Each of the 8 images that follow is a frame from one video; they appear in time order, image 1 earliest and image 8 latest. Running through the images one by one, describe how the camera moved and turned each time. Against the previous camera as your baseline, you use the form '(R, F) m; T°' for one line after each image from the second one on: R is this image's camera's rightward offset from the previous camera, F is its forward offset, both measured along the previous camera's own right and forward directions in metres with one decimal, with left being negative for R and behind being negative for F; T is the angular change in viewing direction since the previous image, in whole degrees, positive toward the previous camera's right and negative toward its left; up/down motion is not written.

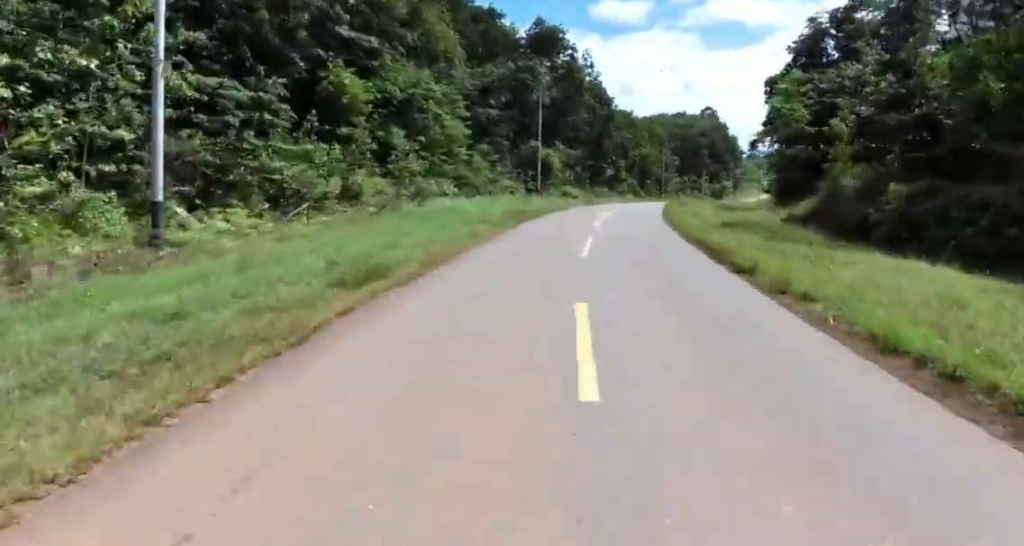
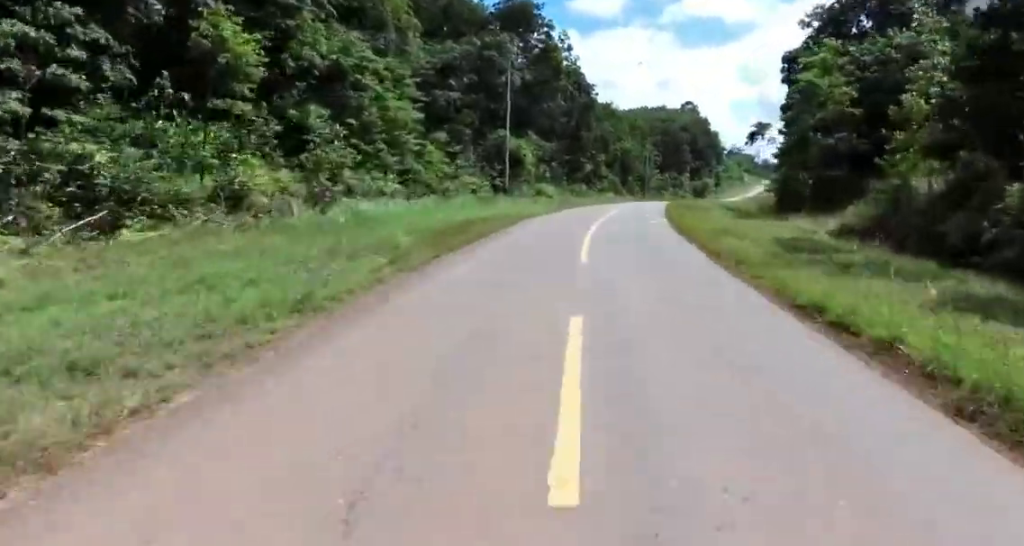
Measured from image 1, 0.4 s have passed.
(-0.1, +9.2) m; +1°
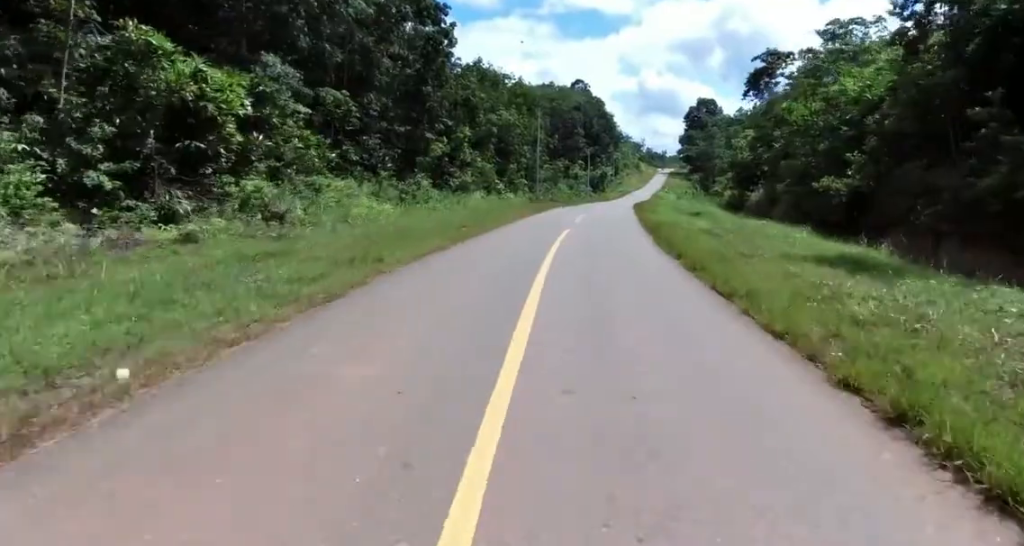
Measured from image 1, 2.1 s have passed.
(+4.0, +35.7) m; +12°
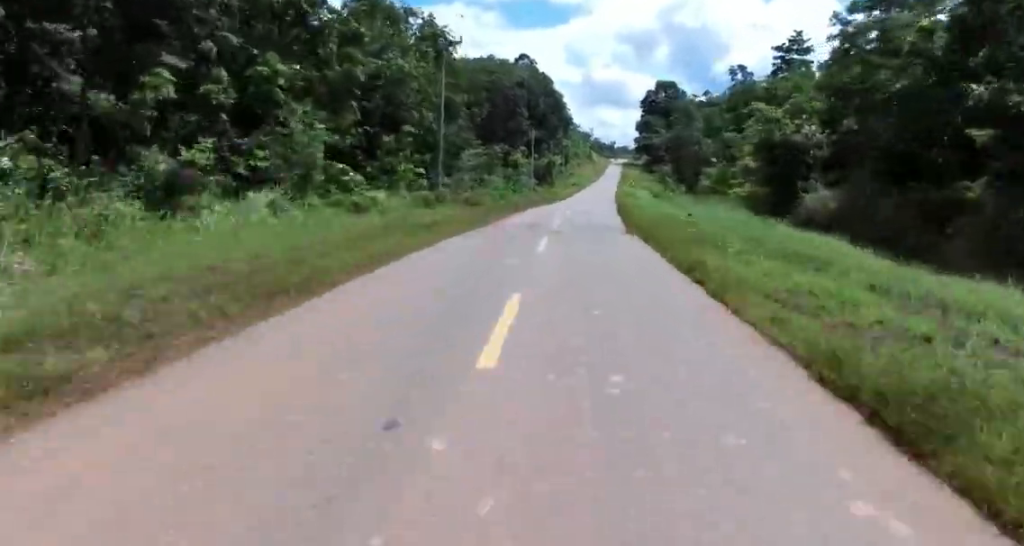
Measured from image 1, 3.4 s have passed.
(+1.3, +28.0) m; +3°
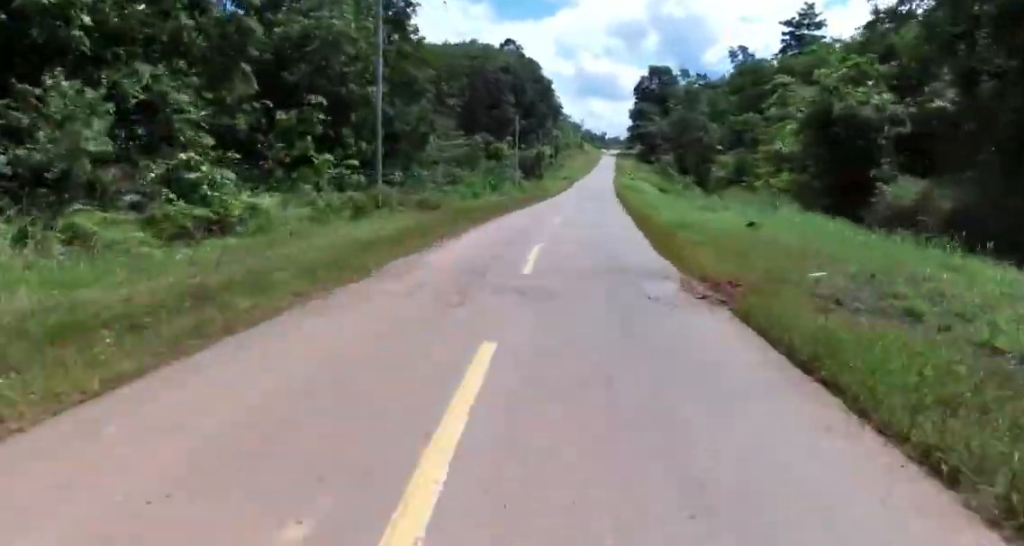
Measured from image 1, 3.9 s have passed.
(+0.1, +9.6) m; 0°
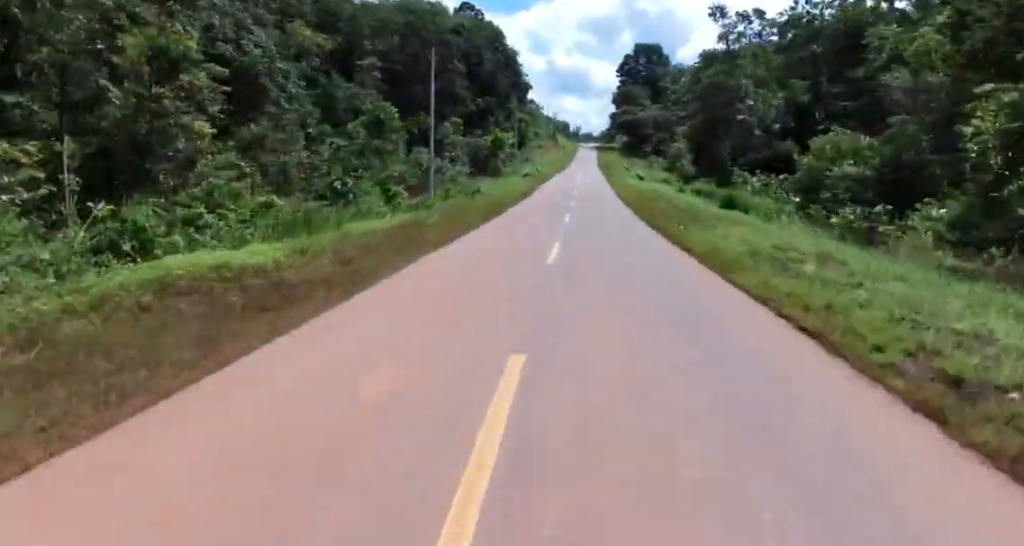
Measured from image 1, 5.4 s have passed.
(+0.4, +33.7) m; +1°
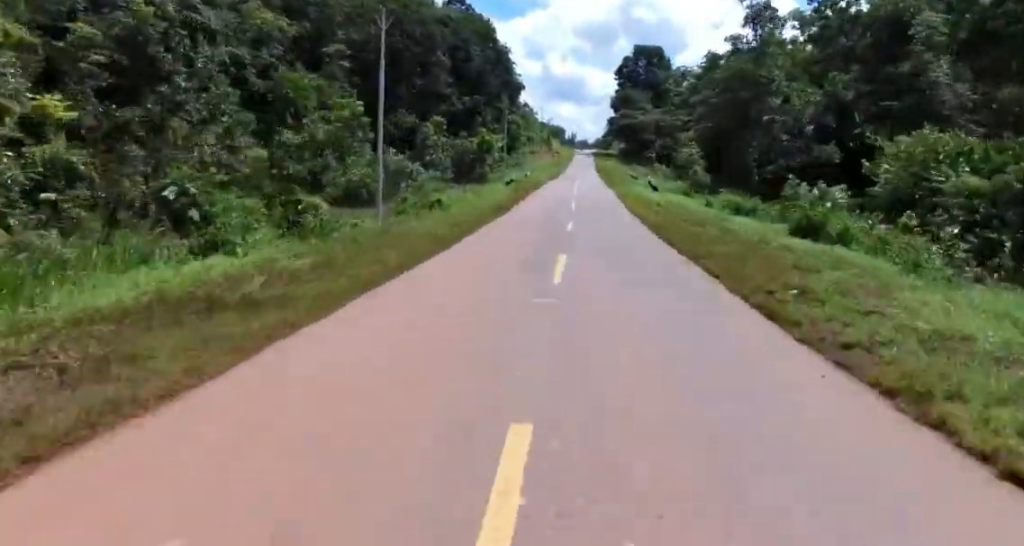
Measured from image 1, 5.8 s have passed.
(0.0, +9.5) m; +1°
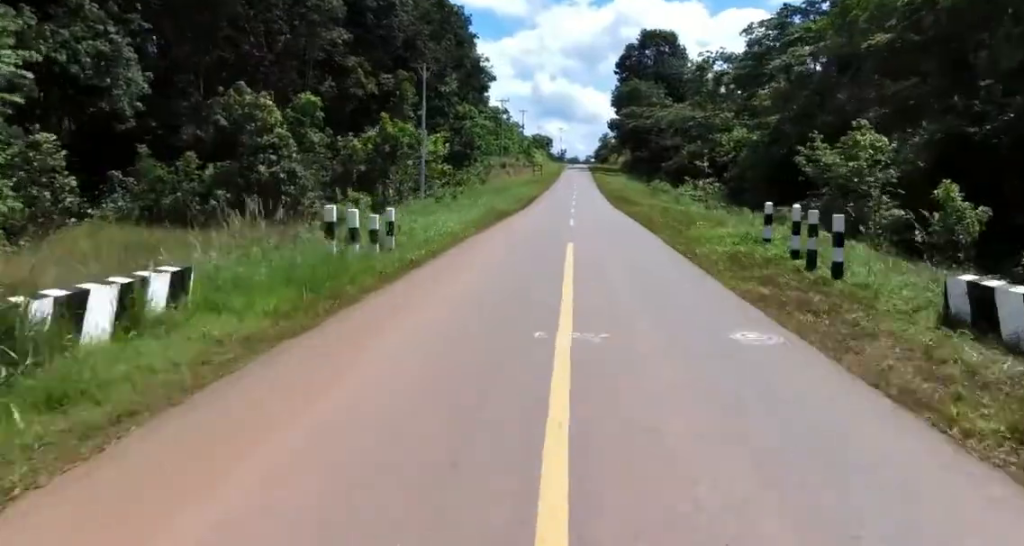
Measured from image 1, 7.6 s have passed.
(+1.5, +39.3) m; +4°
